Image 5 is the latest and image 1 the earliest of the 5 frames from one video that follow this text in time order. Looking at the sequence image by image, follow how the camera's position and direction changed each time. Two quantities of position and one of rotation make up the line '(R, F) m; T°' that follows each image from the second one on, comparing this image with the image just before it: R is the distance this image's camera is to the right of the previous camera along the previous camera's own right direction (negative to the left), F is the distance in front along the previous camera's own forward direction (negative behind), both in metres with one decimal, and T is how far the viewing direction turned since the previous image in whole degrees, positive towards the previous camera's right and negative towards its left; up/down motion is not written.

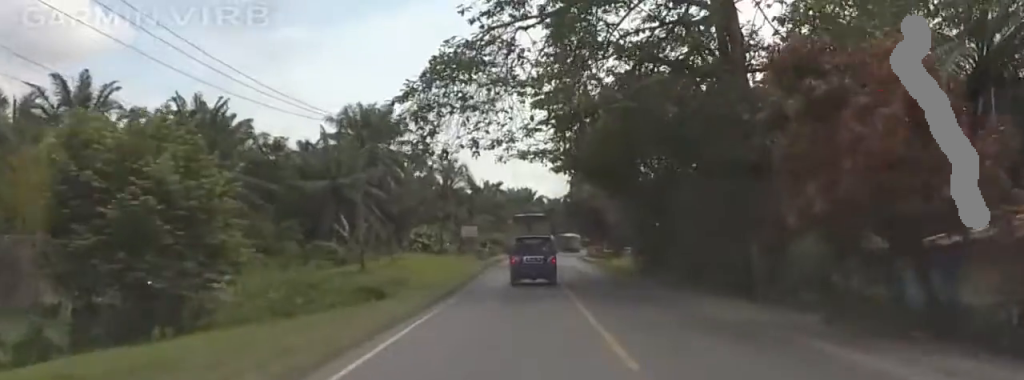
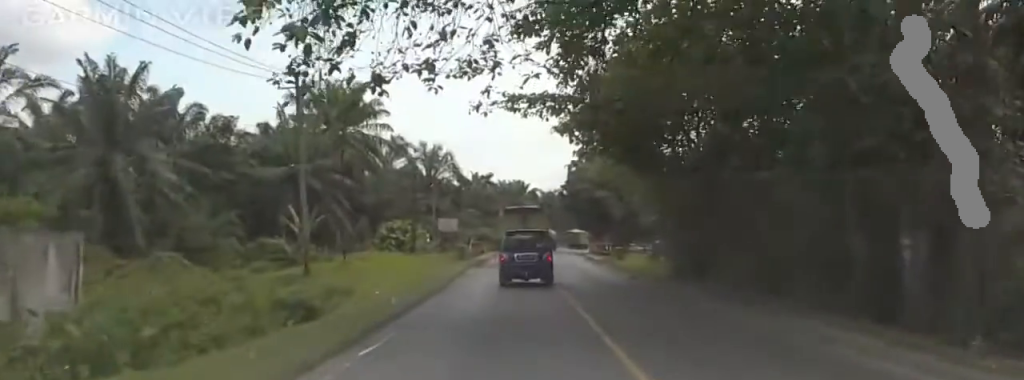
(-0.1, +10.4) m; -3°
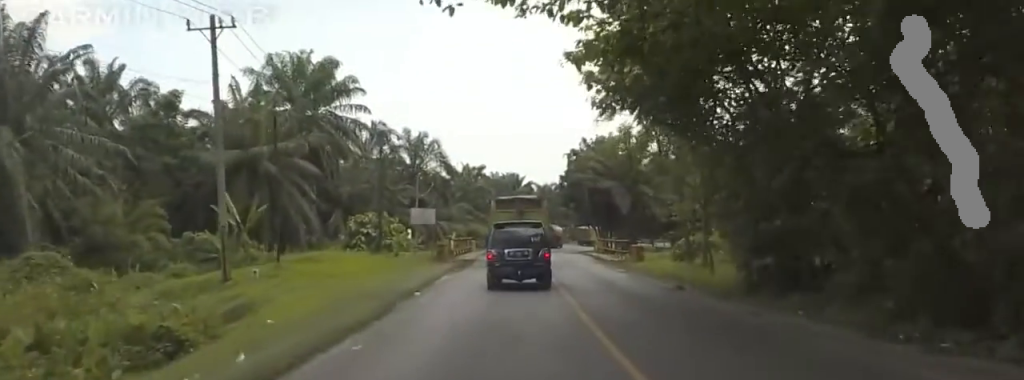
(-0.3, +9.1) m; 0°
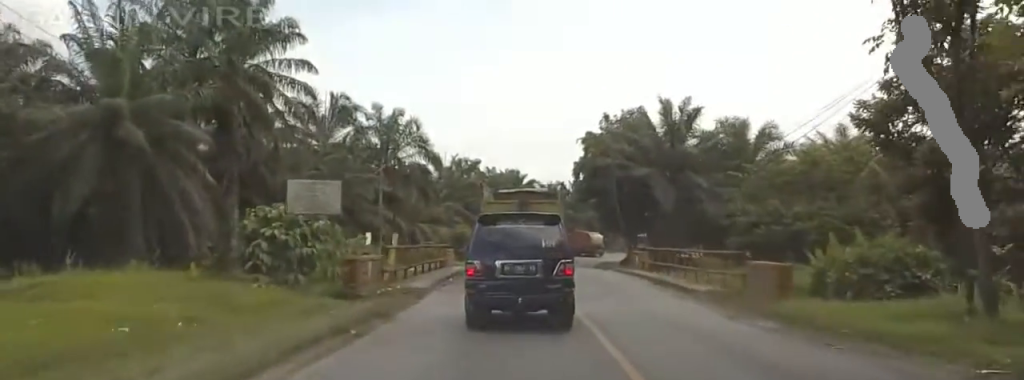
(+1.9, +21.3) m; +2°
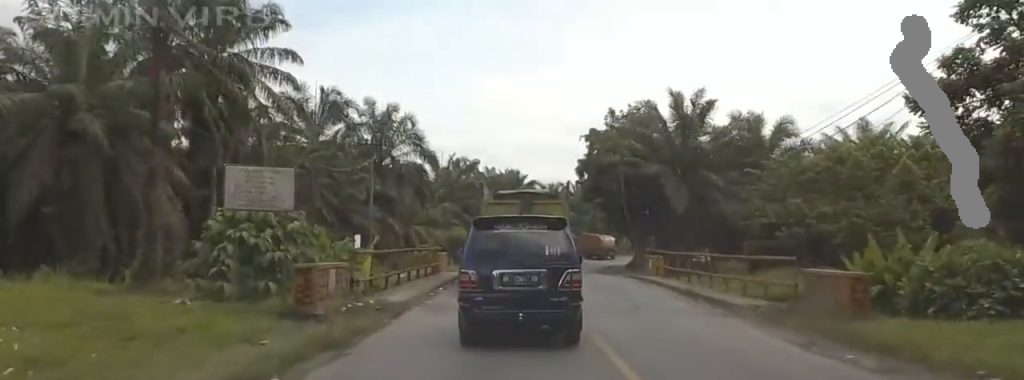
(-0.3, +5.0) m; -3°
